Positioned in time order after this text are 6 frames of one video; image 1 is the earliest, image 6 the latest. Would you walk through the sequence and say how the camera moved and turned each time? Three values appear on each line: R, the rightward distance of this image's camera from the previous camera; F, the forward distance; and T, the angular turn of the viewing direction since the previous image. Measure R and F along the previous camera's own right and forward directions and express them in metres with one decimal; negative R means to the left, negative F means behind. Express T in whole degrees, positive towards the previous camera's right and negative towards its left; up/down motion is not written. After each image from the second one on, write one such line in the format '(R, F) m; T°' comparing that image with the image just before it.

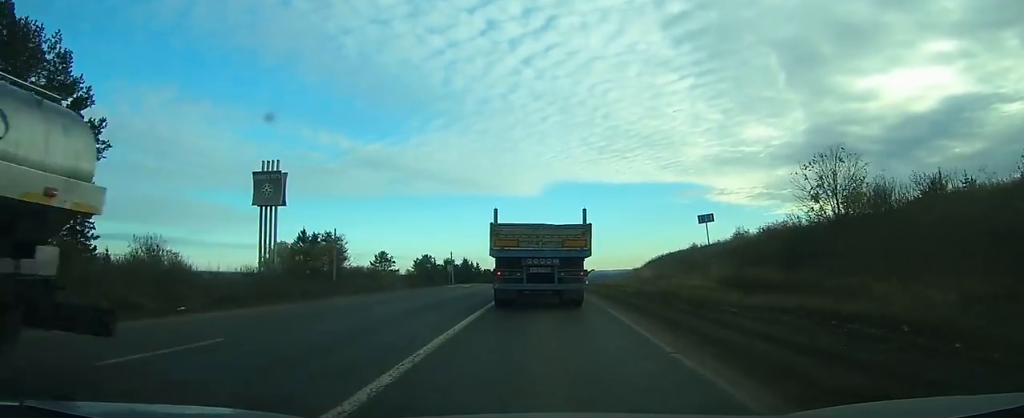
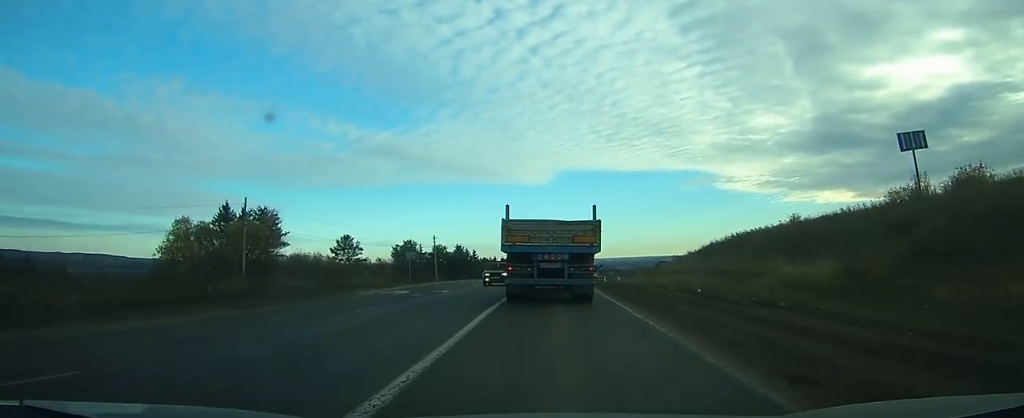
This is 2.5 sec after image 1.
(-0.1, +28.9) m; 0°
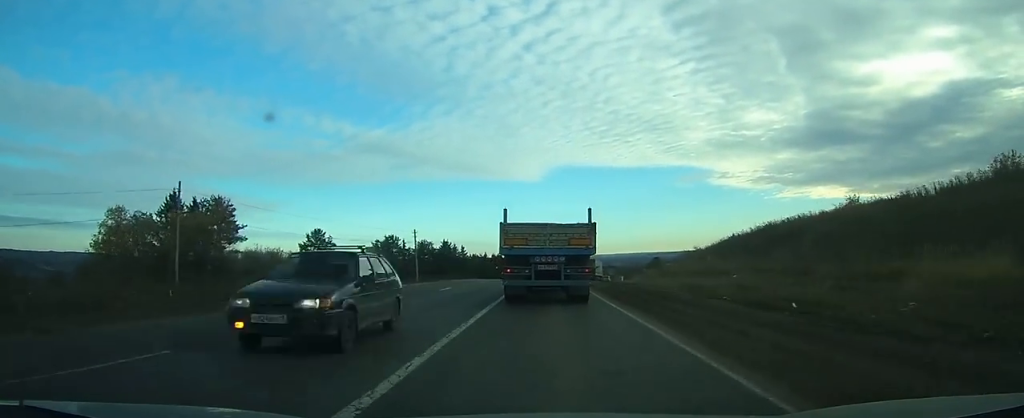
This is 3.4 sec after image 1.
(0.0, +10.3) m; 0°
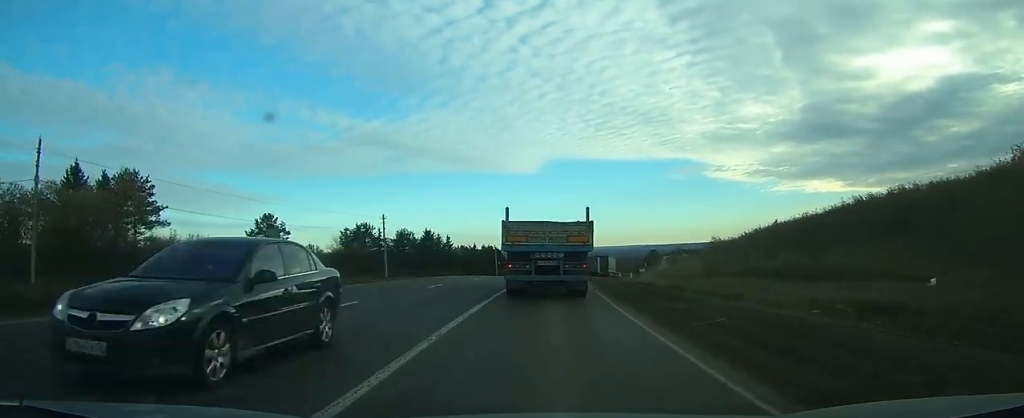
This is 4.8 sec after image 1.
(0.0, +15.4) m; 0°
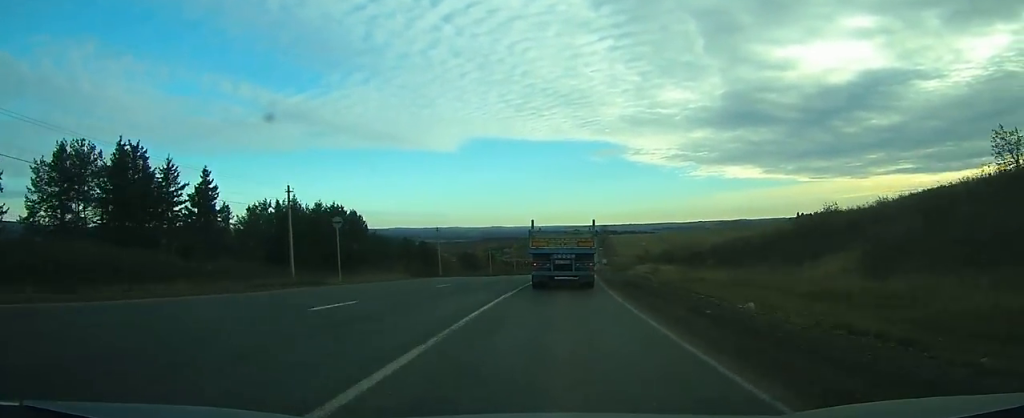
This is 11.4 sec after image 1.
(+2.6, +72.6) m; +6°
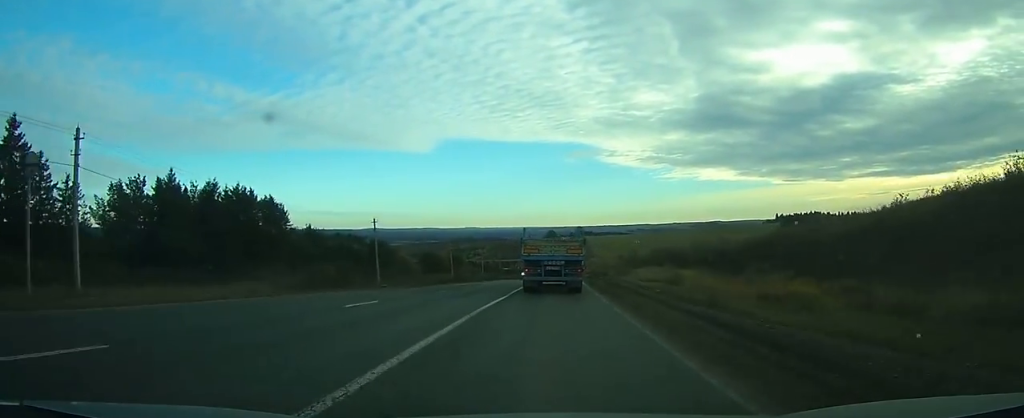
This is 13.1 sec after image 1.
(+0.4, +20.8) m; +2°
